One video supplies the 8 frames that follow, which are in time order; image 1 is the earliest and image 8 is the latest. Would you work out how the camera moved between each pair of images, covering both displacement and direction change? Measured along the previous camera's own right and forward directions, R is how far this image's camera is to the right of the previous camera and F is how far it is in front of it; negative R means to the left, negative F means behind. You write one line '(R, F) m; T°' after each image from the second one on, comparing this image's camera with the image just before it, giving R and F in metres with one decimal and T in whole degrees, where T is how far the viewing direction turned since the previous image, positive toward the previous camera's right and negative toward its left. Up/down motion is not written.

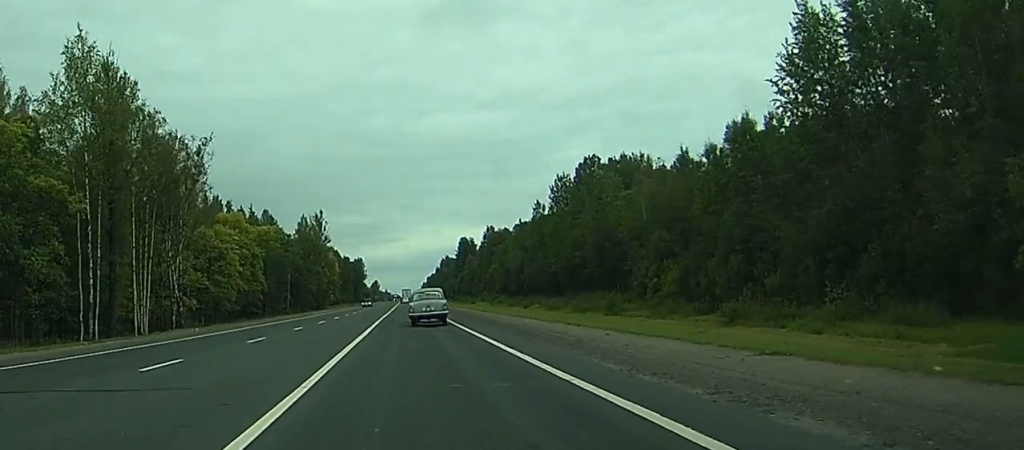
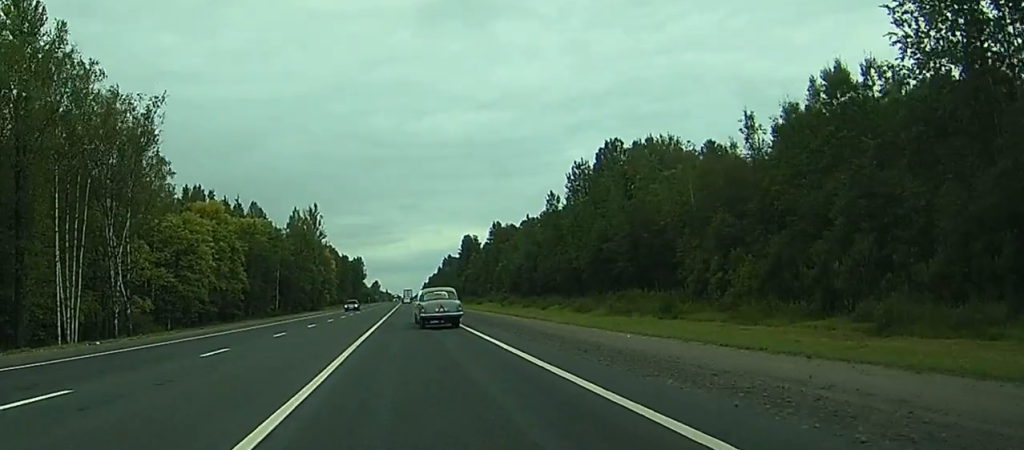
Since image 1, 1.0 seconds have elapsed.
(0.0, +19.7) m; +1°
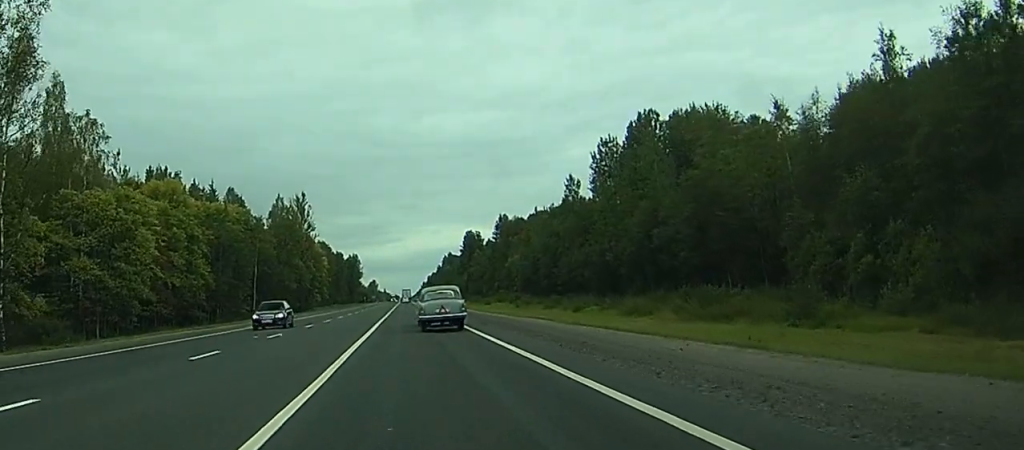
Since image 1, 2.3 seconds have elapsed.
(+0.3, +25.7) m; 0°
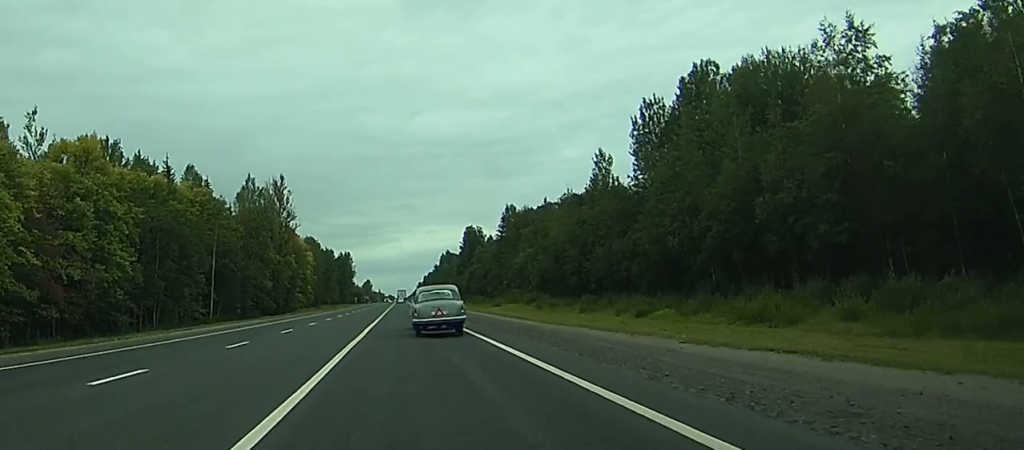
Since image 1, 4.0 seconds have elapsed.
(-0.1, +31.0) m; 0°
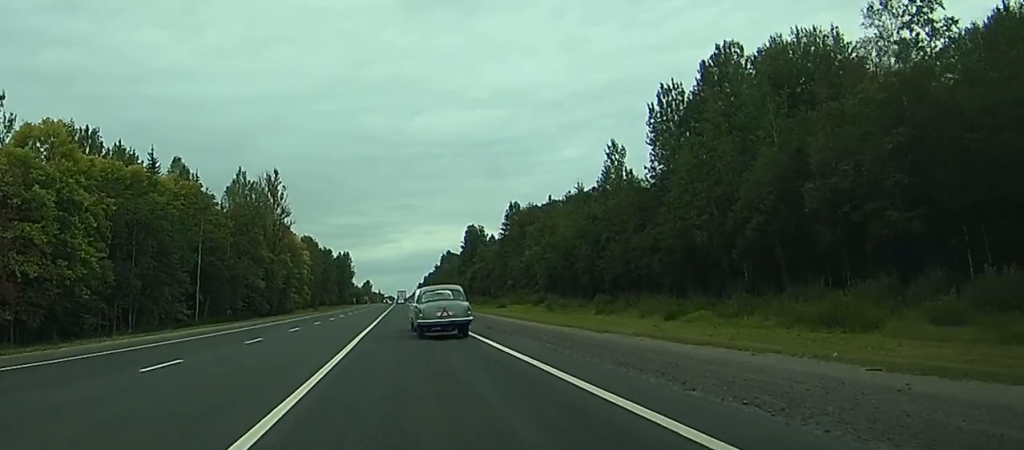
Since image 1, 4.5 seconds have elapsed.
(0.0, +8.9) m; 0°
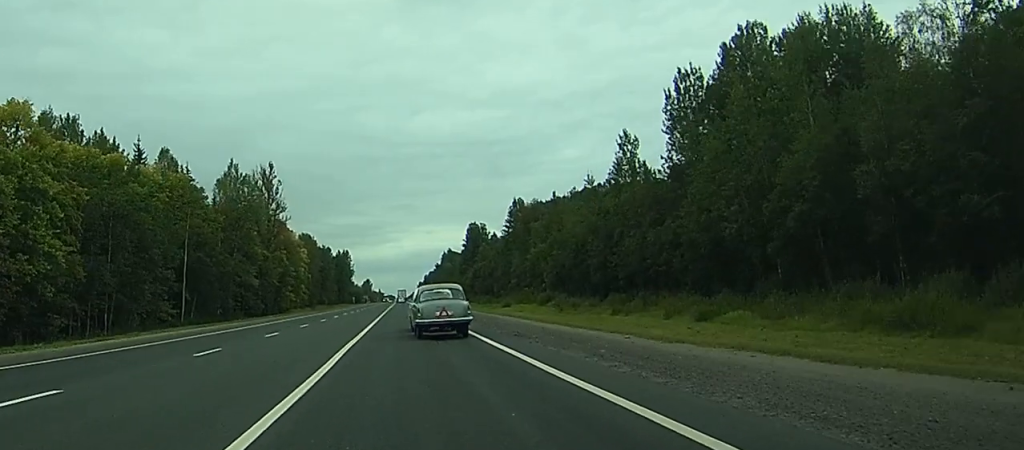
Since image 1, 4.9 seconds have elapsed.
(0.0, +7.5) m; 0°
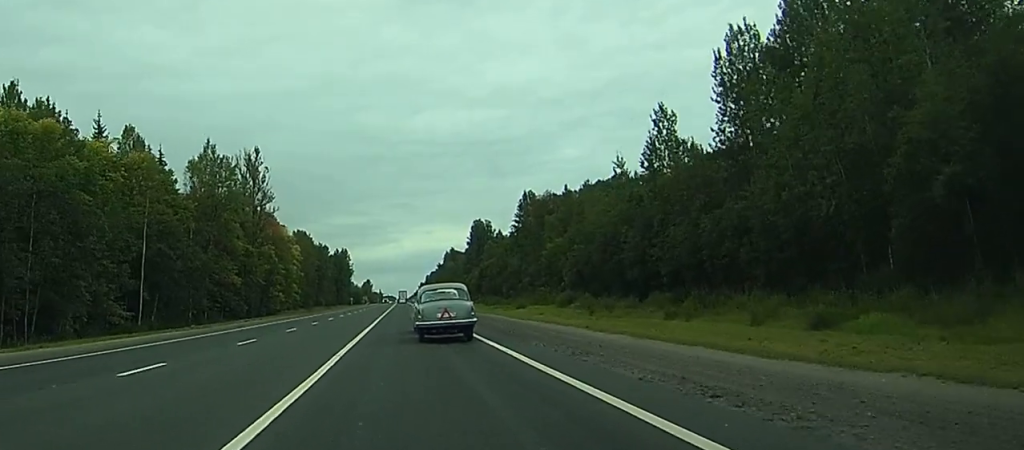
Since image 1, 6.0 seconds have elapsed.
(0.0, +18.1) m; 0°
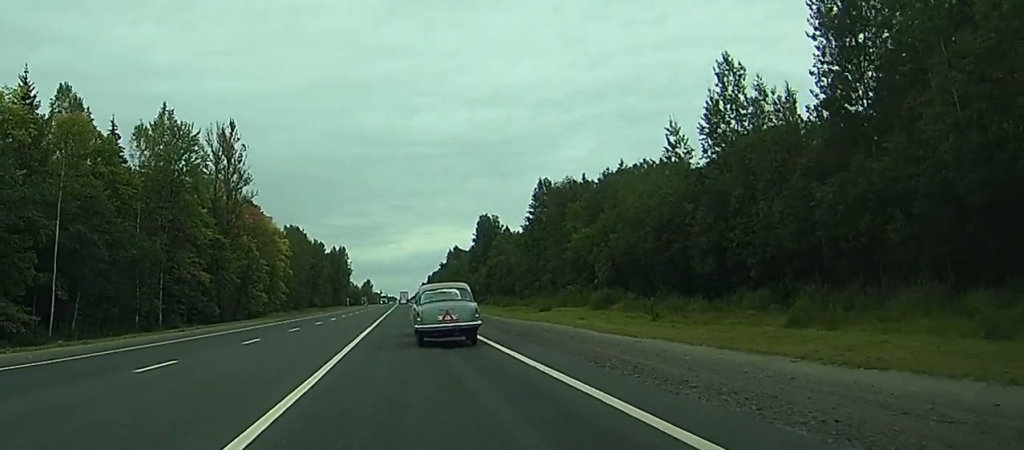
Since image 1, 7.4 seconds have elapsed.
(+0.2, +23.5) m; 0°
